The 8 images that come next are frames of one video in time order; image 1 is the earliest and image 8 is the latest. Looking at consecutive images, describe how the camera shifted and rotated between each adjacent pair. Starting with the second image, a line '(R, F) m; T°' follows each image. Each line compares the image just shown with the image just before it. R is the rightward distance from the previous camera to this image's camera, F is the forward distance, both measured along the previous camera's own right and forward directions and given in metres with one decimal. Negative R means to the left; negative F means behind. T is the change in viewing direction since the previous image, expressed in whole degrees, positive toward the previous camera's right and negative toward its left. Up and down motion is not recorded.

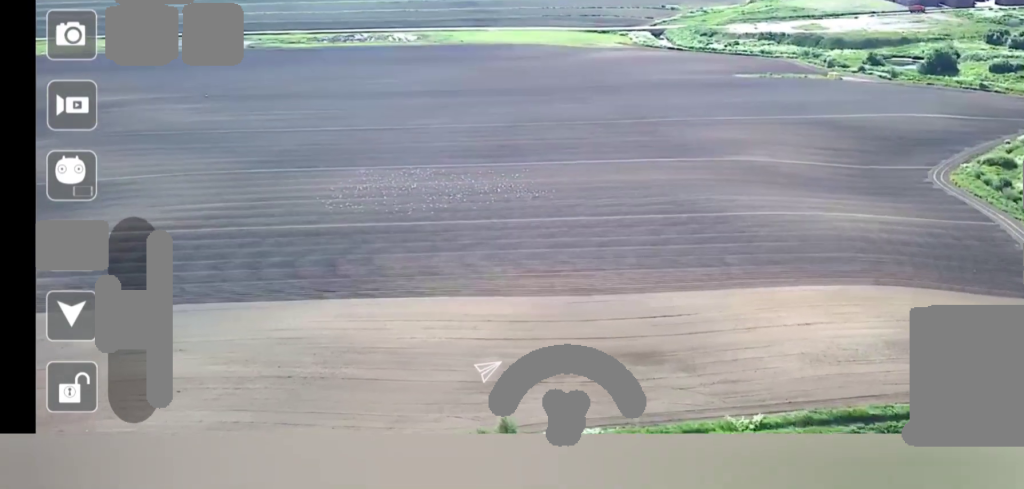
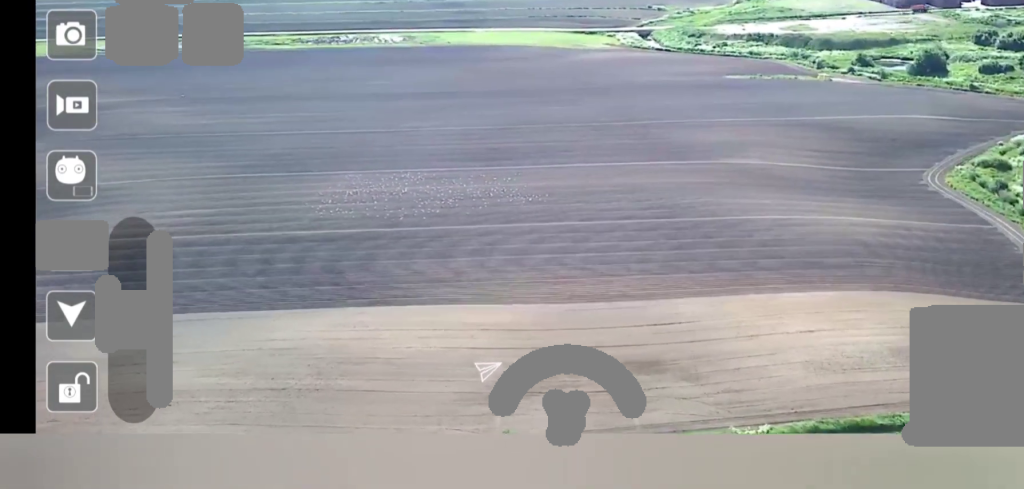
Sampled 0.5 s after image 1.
(0.0, +3.8) m; +2°
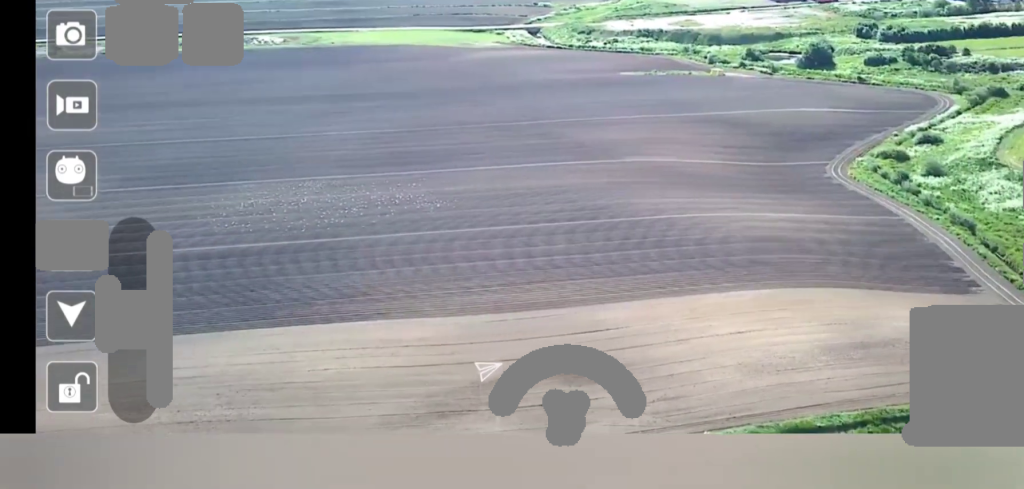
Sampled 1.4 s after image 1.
(+0.3, +6.6) m; +4°
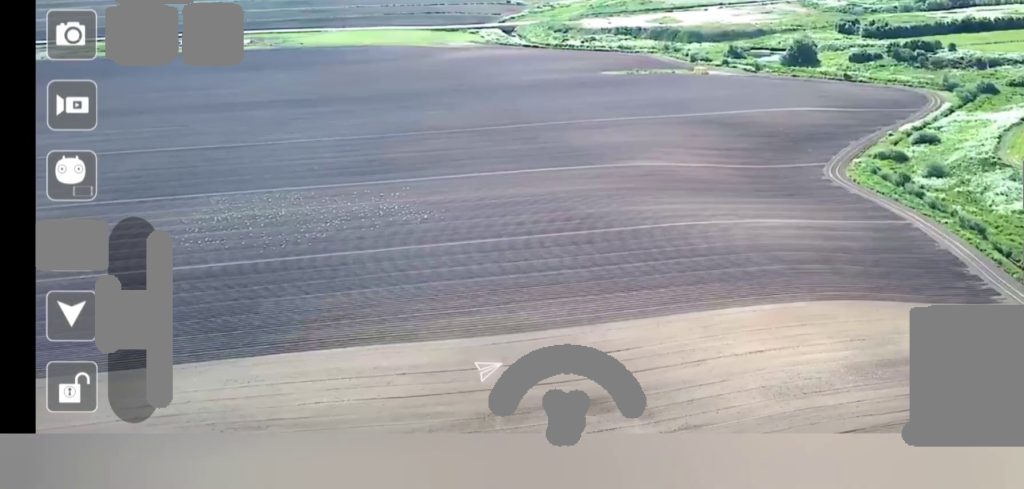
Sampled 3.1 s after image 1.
(+0.5, +13.0) m; +2°
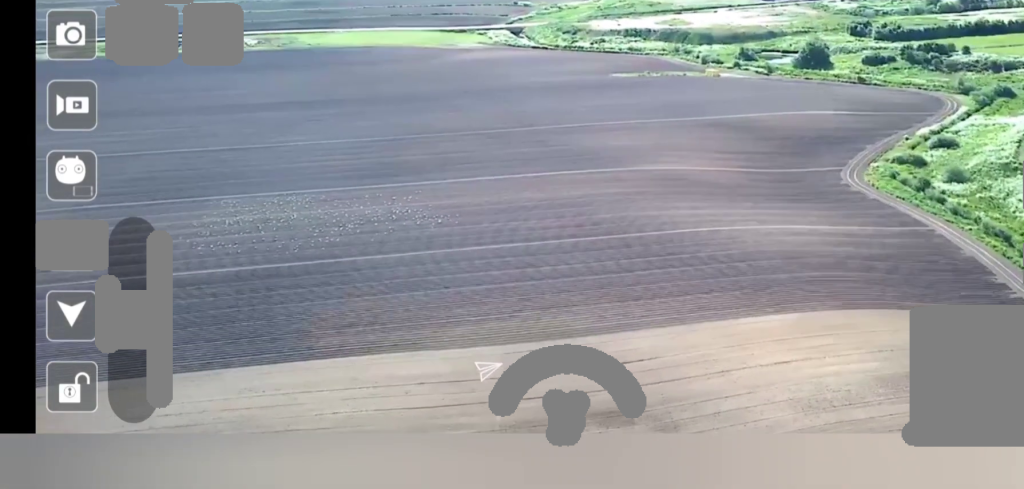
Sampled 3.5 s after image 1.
(0.0, +3.3) m; 0°
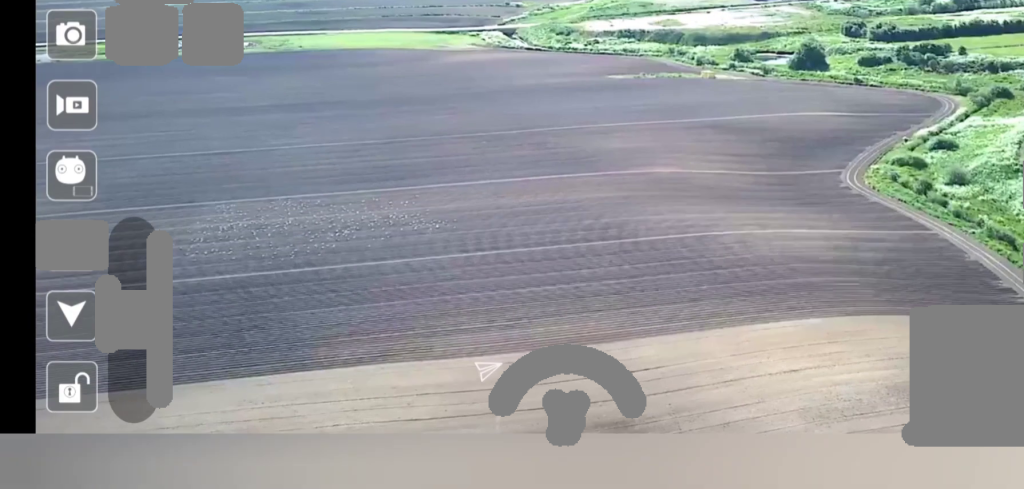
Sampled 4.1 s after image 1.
(0.0, +4.1) m; -1°
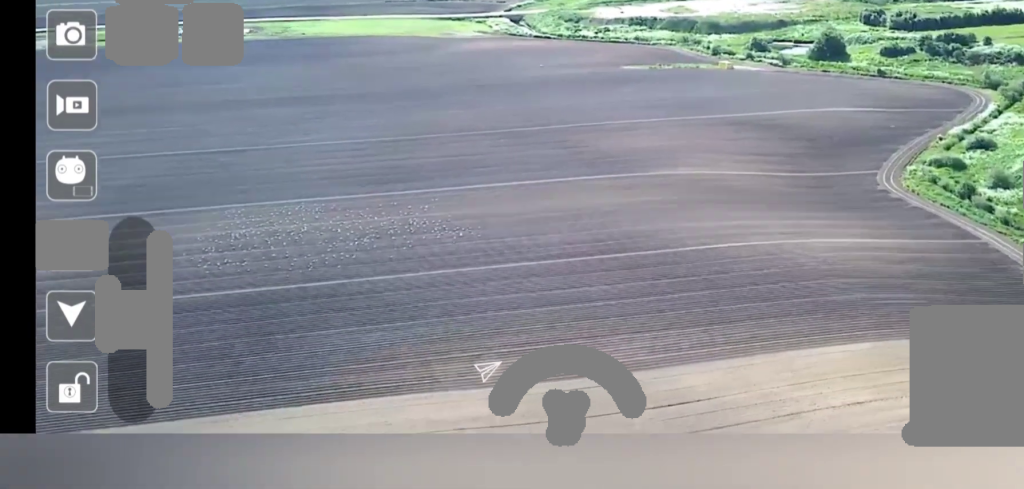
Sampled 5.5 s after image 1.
(-0.1, +11.4) m; 0°
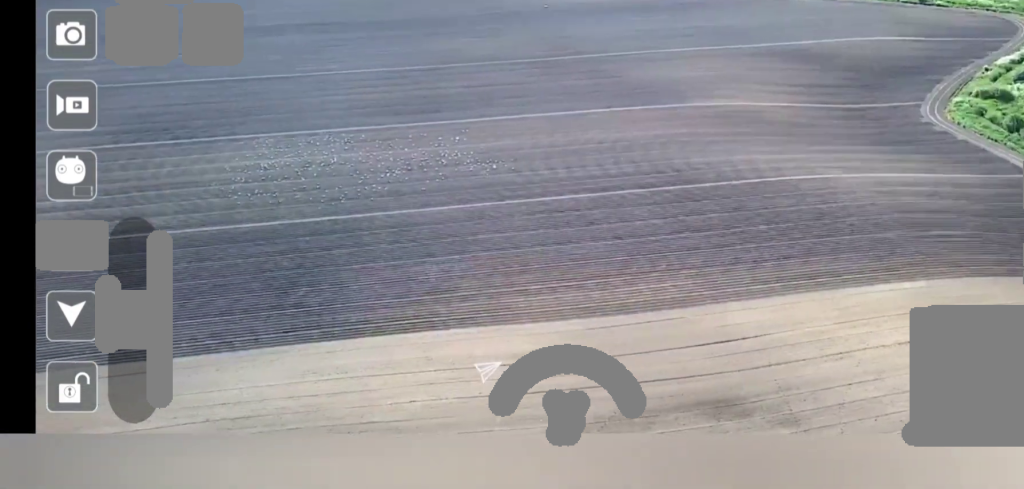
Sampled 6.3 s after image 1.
(0.0, +6.3) m; +1°
